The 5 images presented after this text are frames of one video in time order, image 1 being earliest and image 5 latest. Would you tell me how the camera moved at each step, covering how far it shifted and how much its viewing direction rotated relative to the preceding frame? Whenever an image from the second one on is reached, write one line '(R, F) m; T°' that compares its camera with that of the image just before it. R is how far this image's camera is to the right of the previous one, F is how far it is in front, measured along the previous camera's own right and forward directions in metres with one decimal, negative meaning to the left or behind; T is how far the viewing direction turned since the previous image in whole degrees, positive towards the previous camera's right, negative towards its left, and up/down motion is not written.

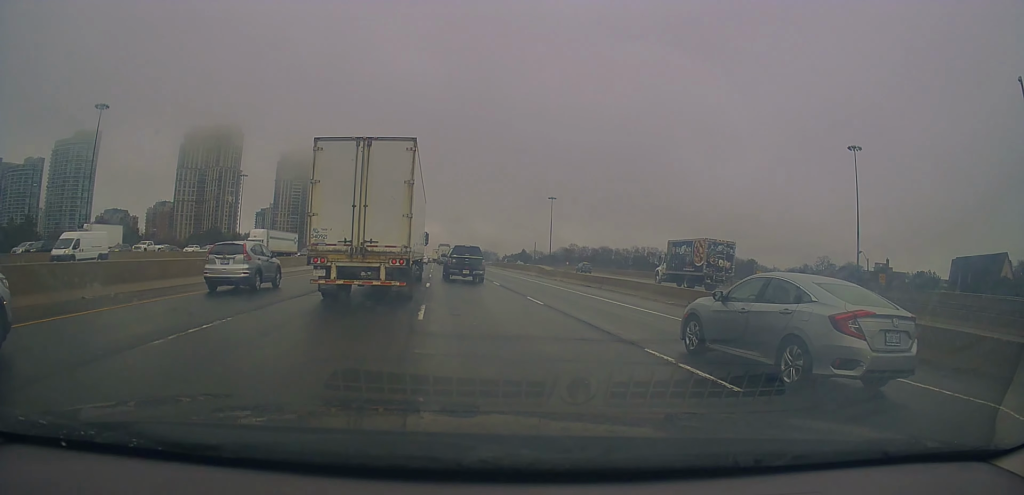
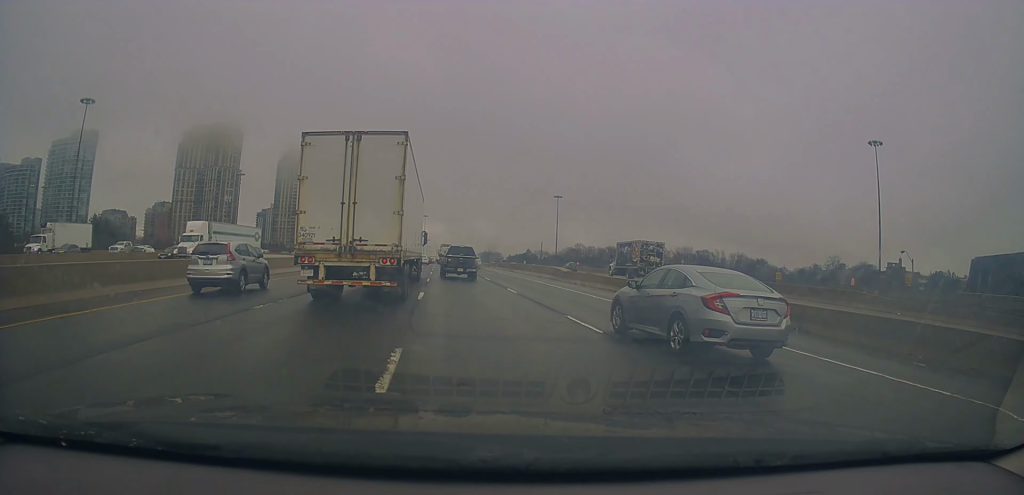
(+0.3, +6.9) m; +1°
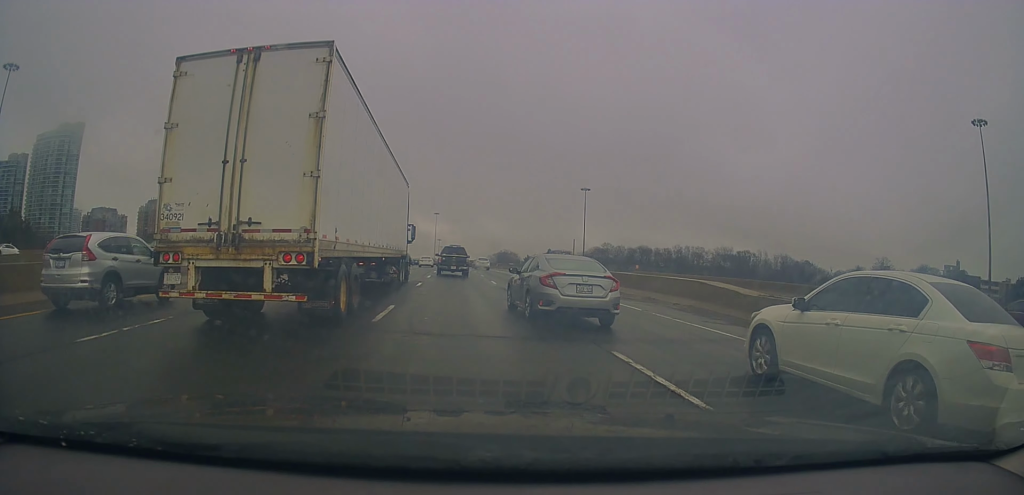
(-1.1, +29.6) m; -4°
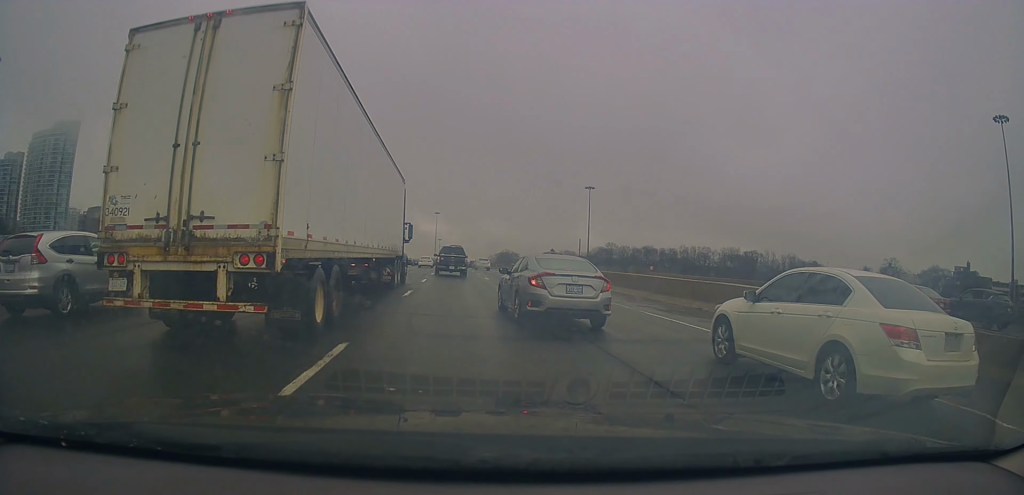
(+0.1, +5.9) m; 0°
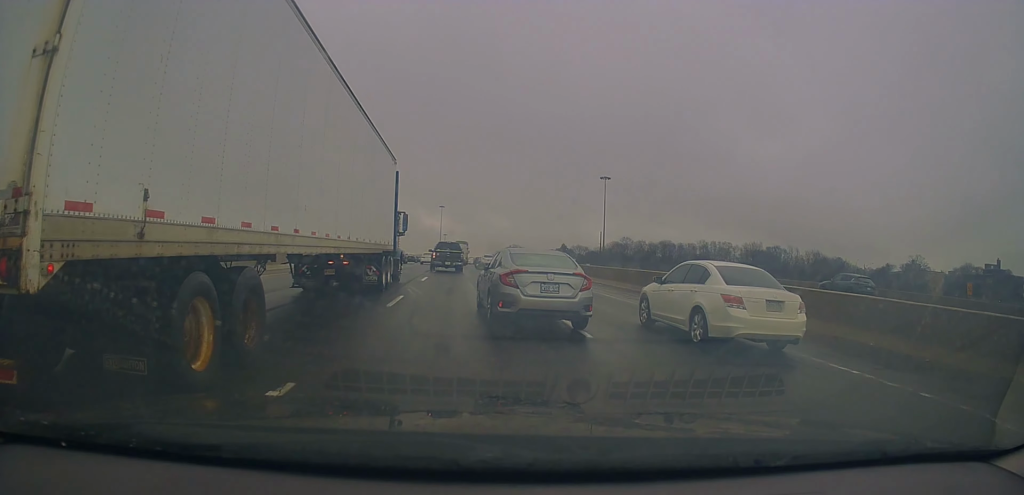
(-0.3, +14.8) m; -1°
